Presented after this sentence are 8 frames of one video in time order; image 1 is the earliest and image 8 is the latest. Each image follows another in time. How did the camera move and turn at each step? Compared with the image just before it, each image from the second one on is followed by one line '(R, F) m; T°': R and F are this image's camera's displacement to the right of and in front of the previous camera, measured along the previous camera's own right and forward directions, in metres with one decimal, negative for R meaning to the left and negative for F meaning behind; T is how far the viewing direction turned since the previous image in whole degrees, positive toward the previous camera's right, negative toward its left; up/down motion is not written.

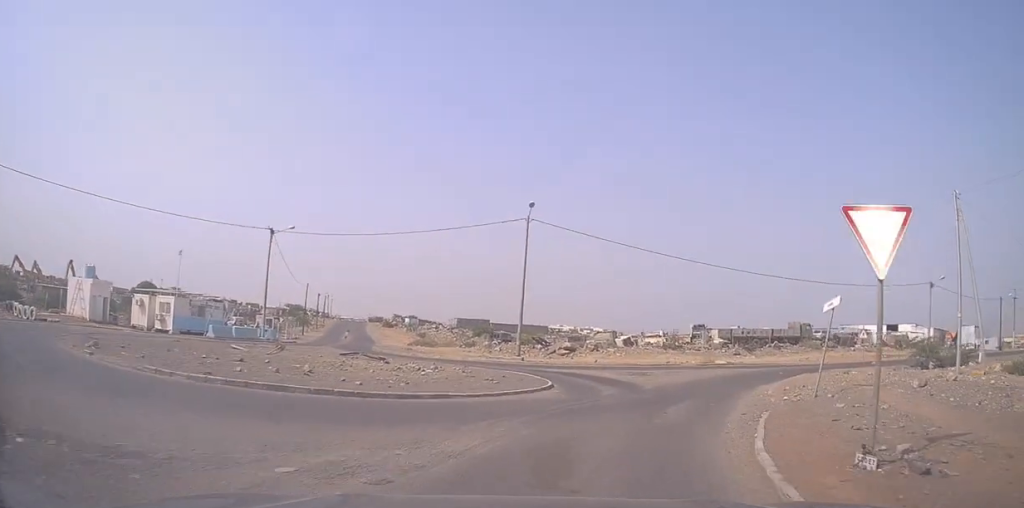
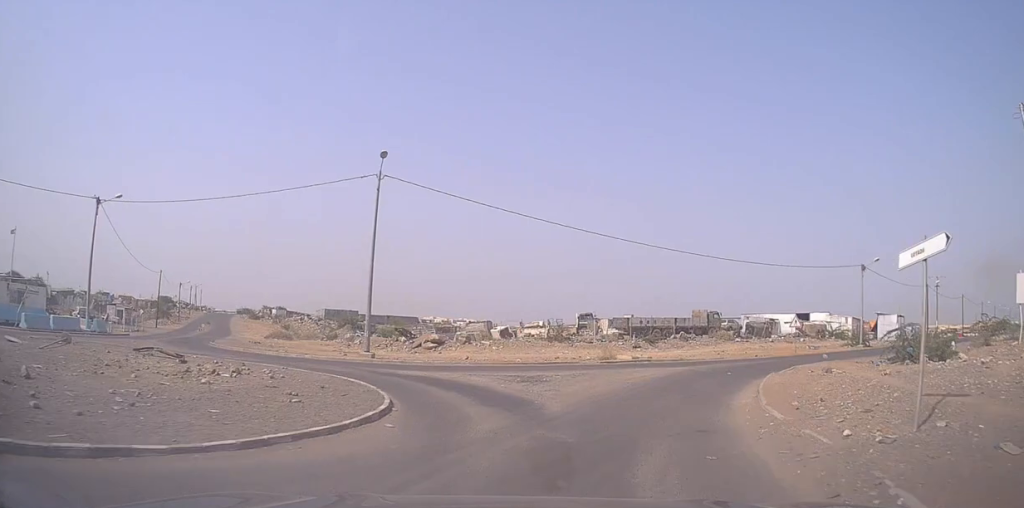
(+0.8, +9.2) m; +9°
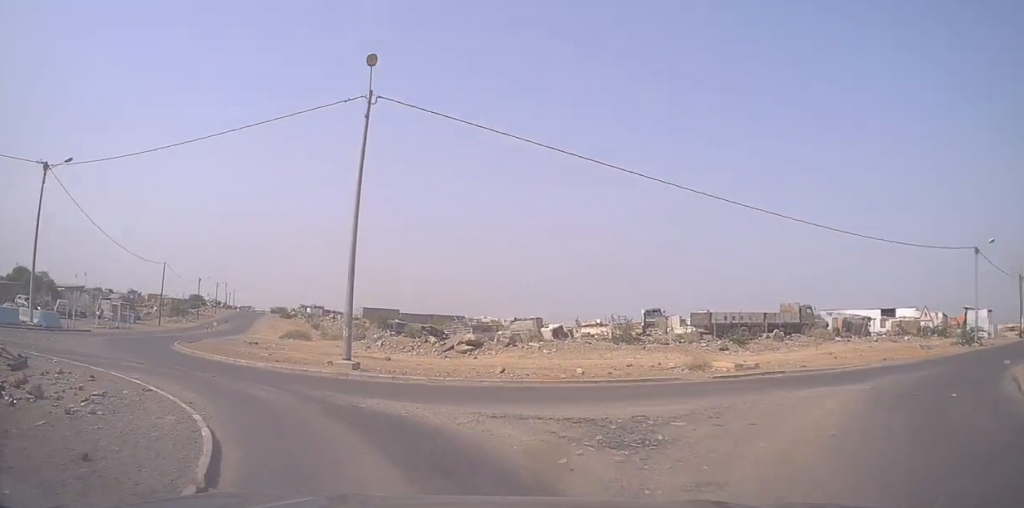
(+0.9, +11.2) m; +1°
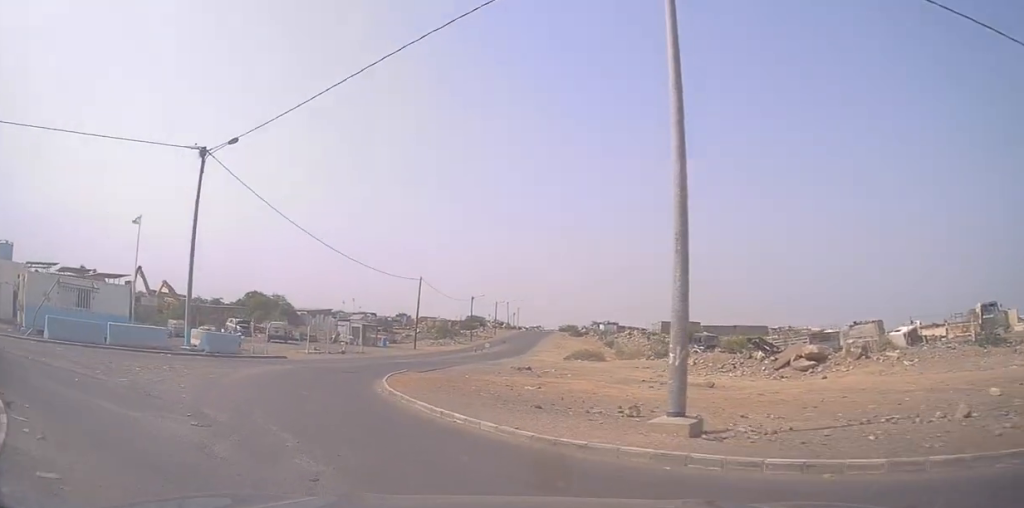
(-1.2, +11.2) m; -16°
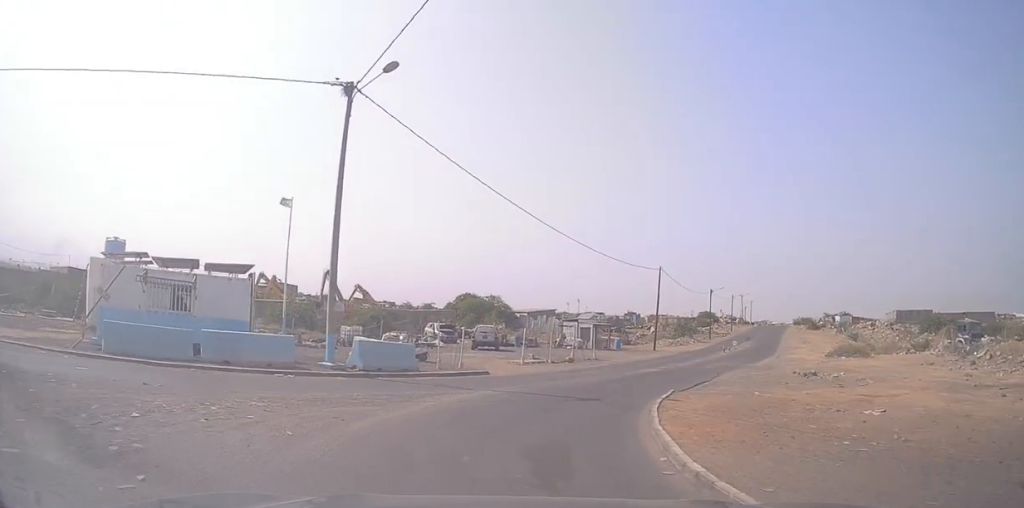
(-2.1, +8.5) m; -28°
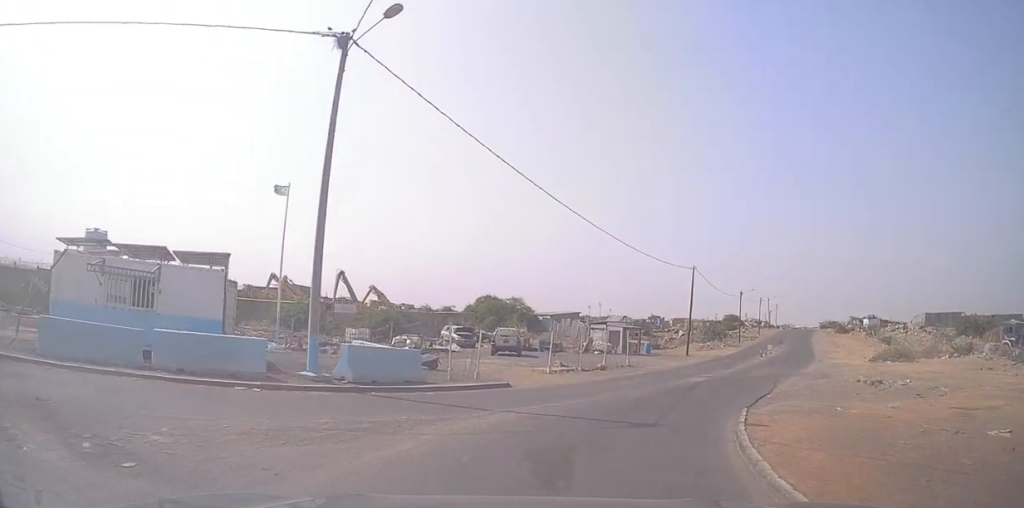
(-0.3, +3.7) m; -4°
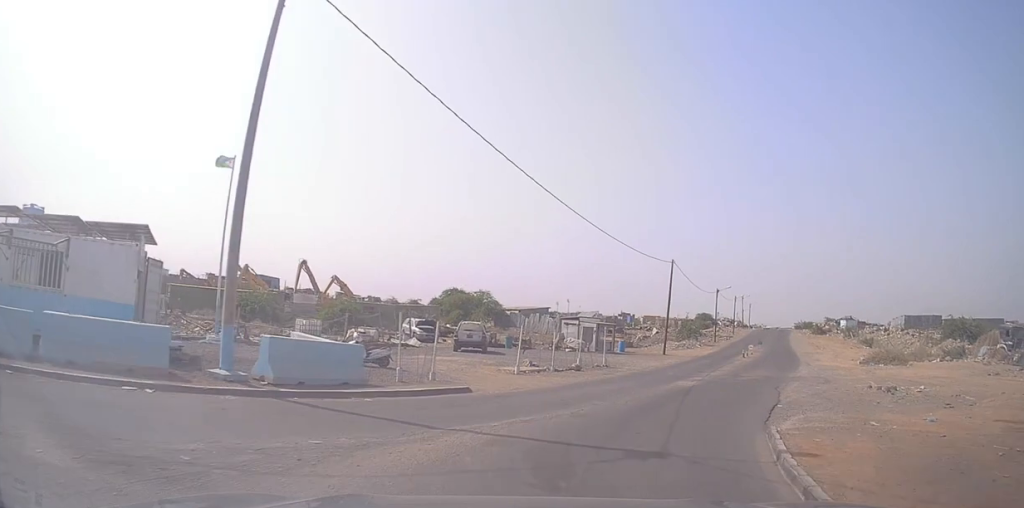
(-0.1, +3.0) m; -2°
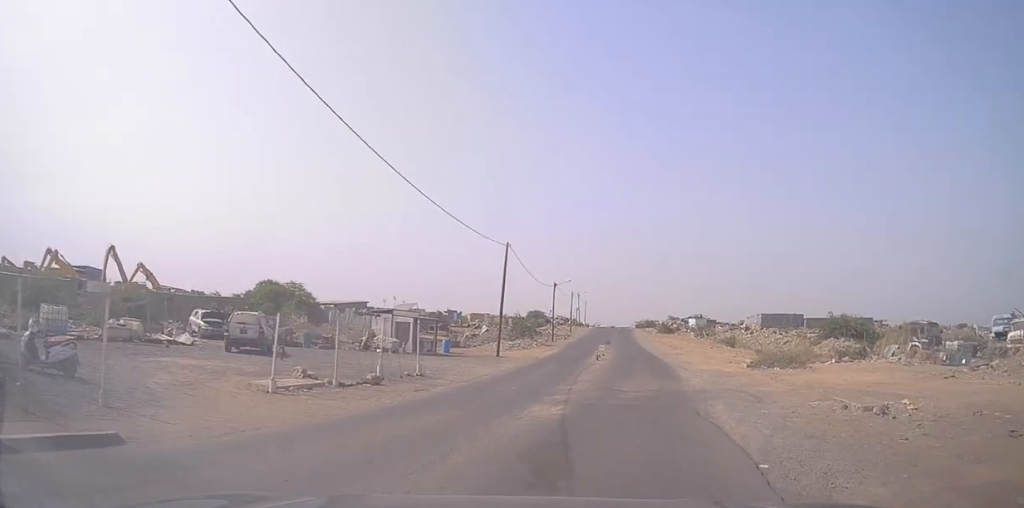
(+0.4, +8.2) m; +12°
